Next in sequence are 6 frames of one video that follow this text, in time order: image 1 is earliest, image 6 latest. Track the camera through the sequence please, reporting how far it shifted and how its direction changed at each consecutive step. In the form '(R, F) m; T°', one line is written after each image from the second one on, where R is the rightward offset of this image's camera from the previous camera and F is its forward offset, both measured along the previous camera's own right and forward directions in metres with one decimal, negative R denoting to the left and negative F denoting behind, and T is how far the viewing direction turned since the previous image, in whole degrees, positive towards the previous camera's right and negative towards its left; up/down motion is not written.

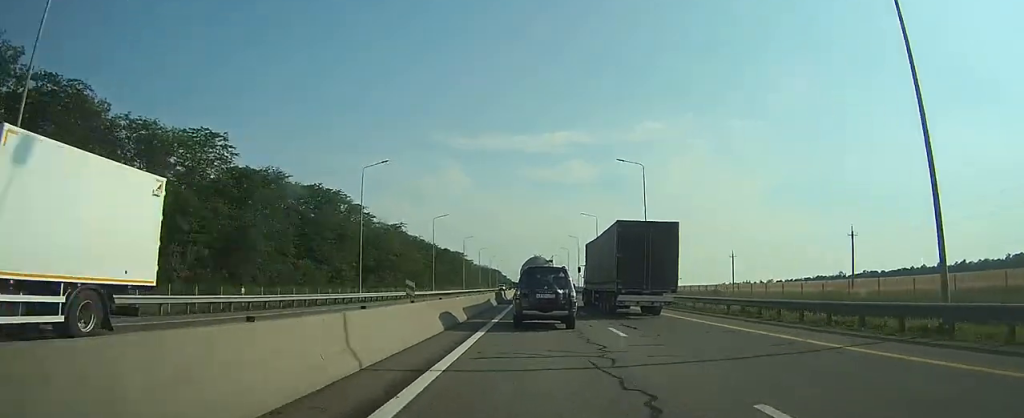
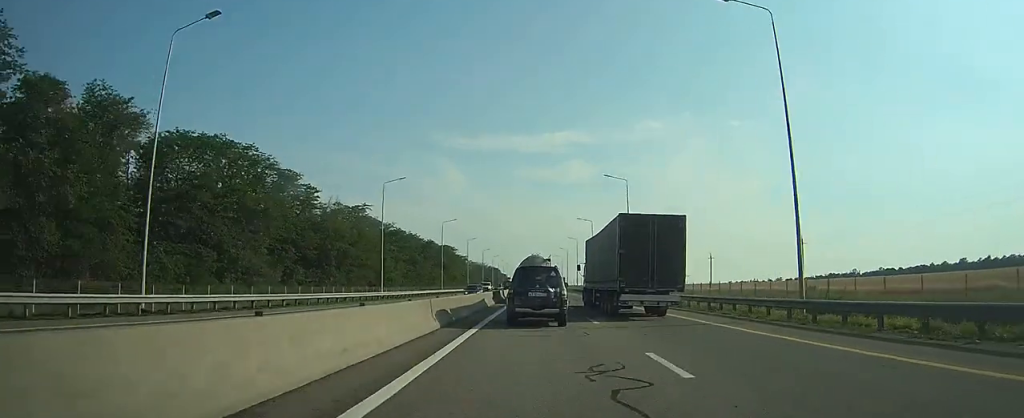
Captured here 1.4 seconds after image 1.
(0.0, +31.0) m; 0°
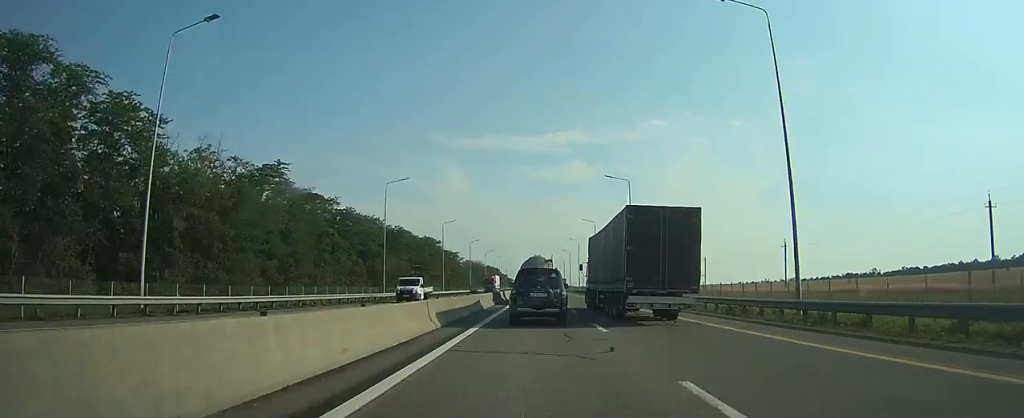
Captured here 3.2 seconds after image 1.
(0.0, +39.2) m; 0°
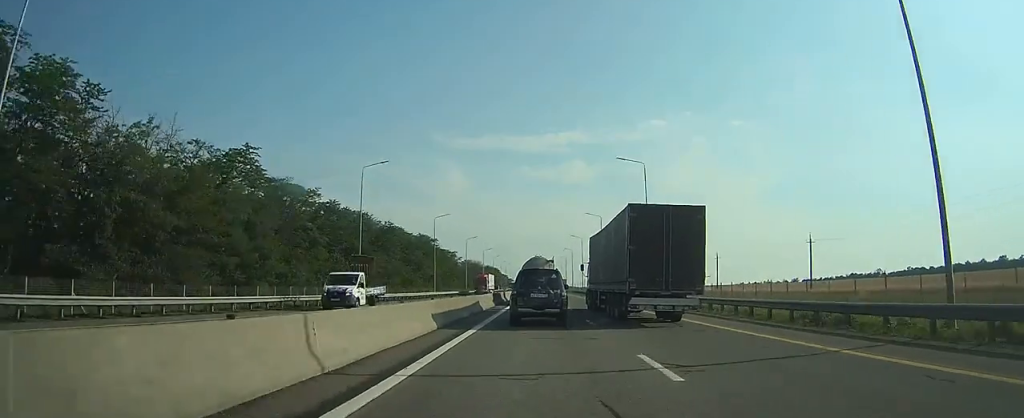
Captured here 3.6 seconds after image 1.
(0.0, +8.8) m; 0°
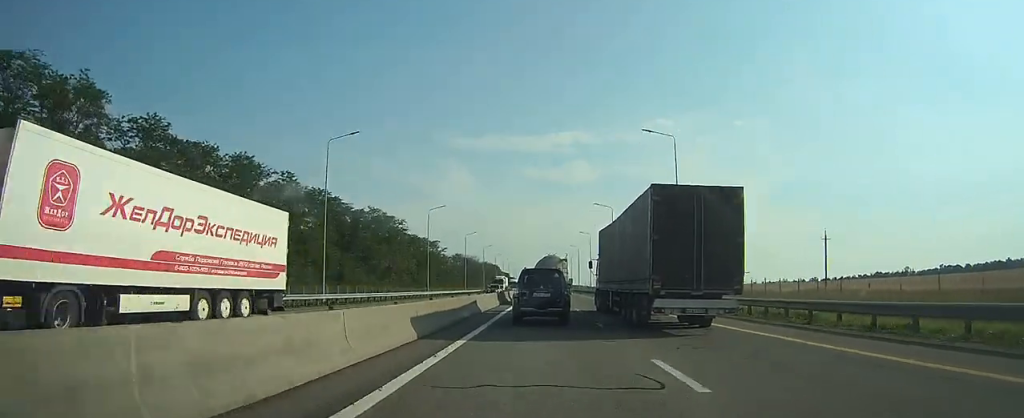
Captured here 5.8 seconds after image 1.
(0.0, +48.4) m; 0°
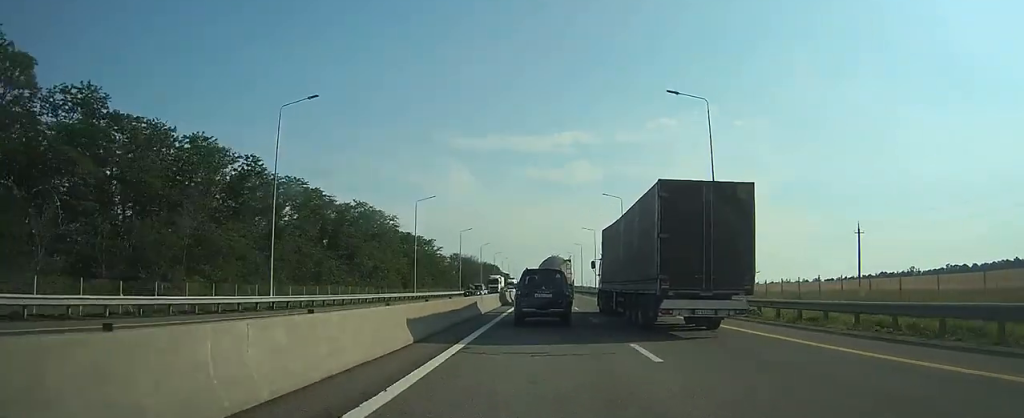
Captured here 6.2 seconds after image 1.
(0.0, +8.9) m; 0°
